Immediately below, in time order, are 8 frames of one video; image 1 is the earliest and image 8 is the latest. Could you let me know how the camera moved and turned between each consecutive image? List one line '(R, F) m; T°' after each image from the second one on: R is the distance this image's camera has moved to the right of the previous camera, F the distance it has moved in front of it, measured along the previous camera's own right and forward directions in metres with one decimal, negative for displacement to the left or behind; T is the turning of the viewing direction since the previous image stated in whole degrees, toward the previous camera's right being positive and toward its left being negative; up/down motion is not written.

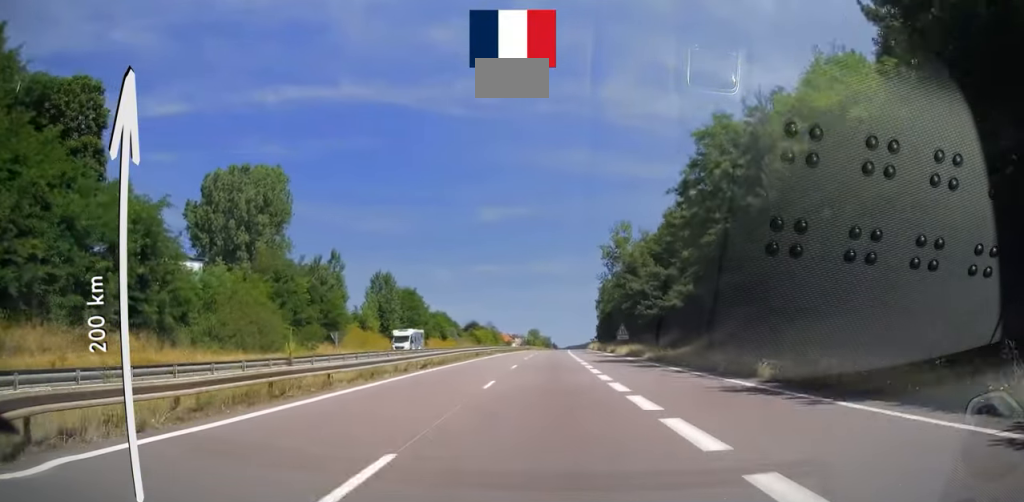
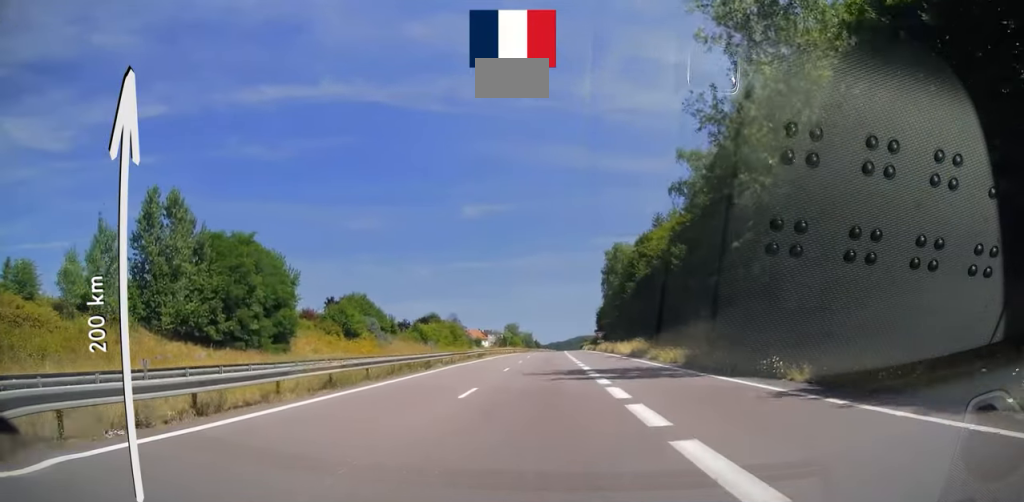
(+1.2, +66.7) m; +2°
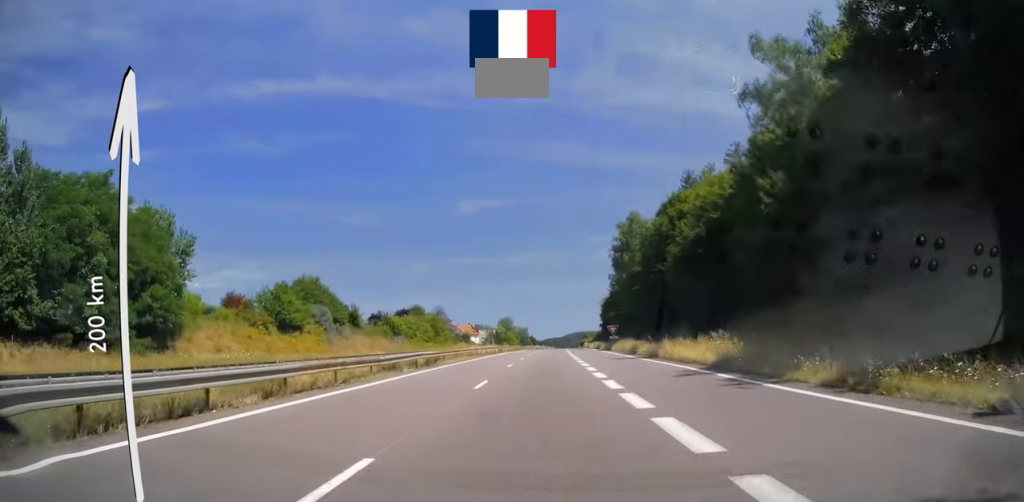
(0.0, +23.6) m; +1°
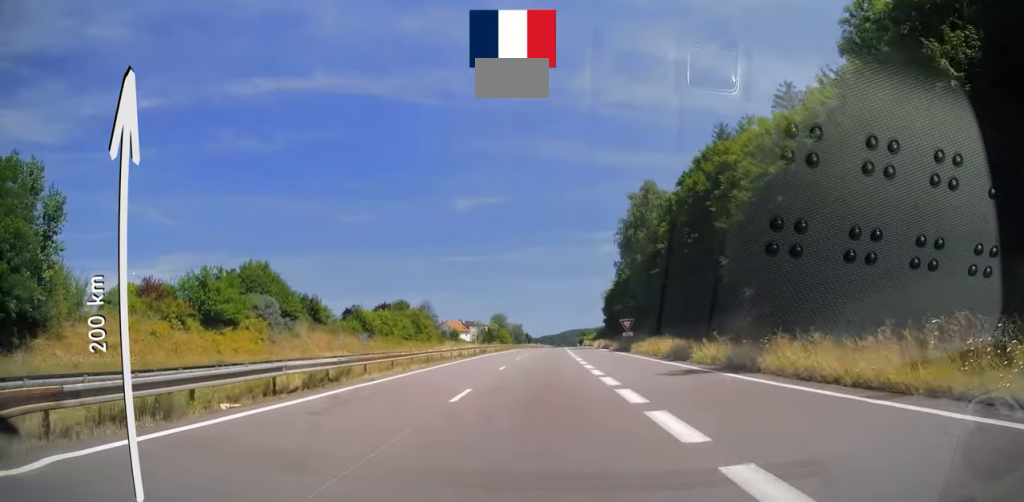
(+0.3, +16.7) m; 0°
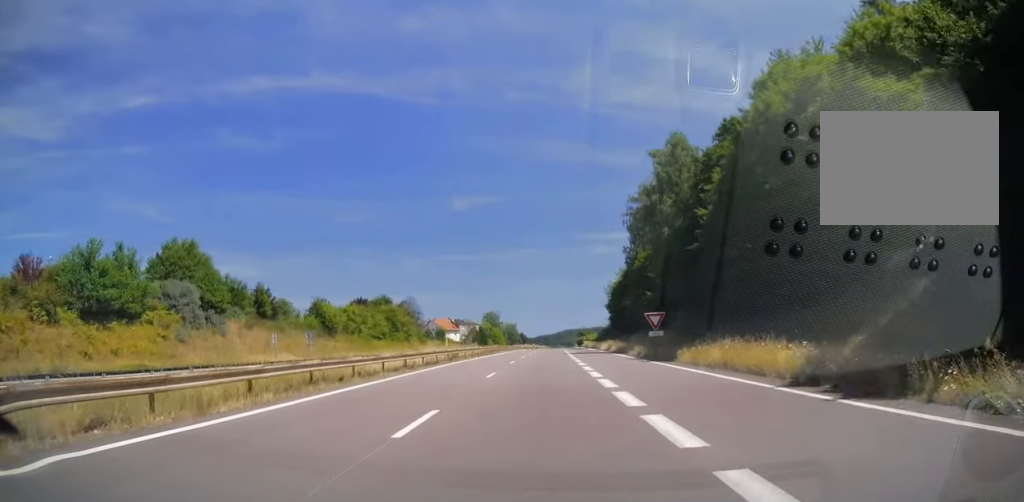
(0.0, +17.3) m; 0°
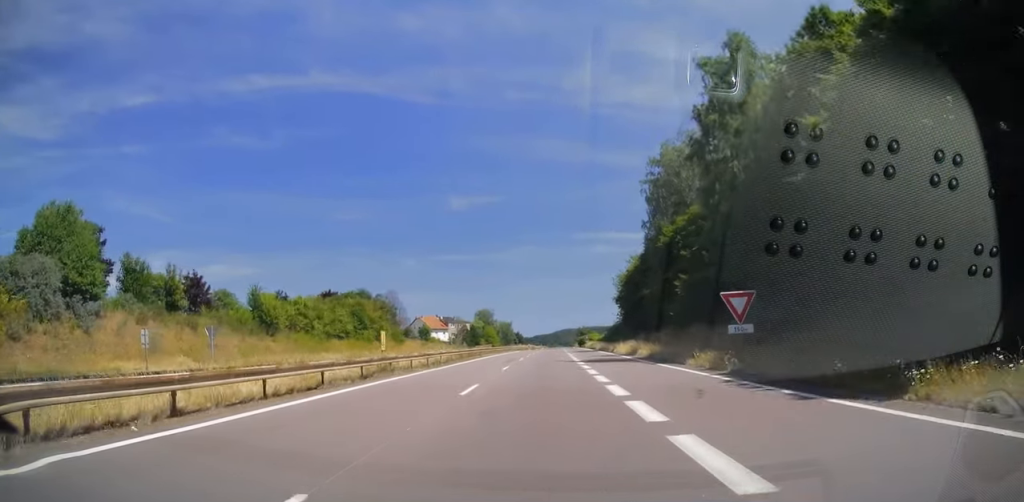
(-0.2, +19.3) m; 0°
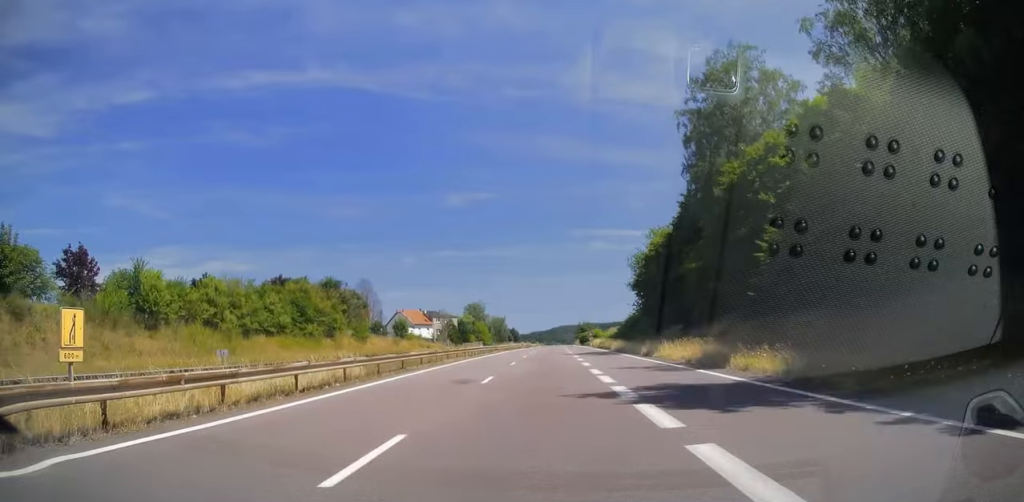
(+0.3, +22.3) m; +1°
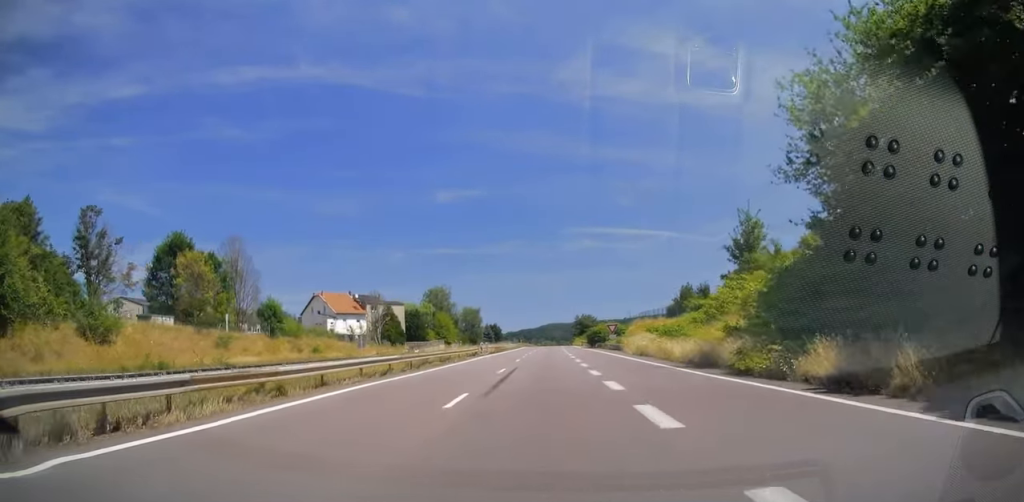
(+0.6, +58.0) m; +1°
